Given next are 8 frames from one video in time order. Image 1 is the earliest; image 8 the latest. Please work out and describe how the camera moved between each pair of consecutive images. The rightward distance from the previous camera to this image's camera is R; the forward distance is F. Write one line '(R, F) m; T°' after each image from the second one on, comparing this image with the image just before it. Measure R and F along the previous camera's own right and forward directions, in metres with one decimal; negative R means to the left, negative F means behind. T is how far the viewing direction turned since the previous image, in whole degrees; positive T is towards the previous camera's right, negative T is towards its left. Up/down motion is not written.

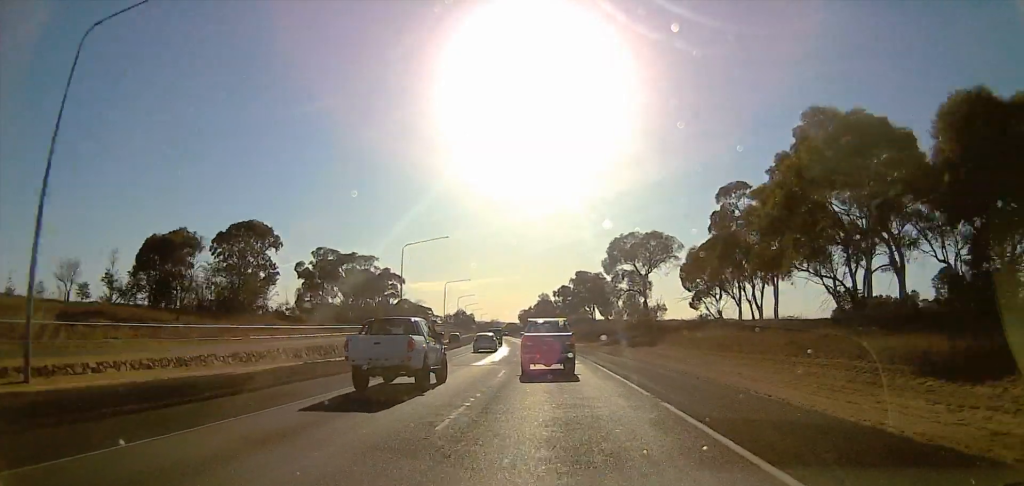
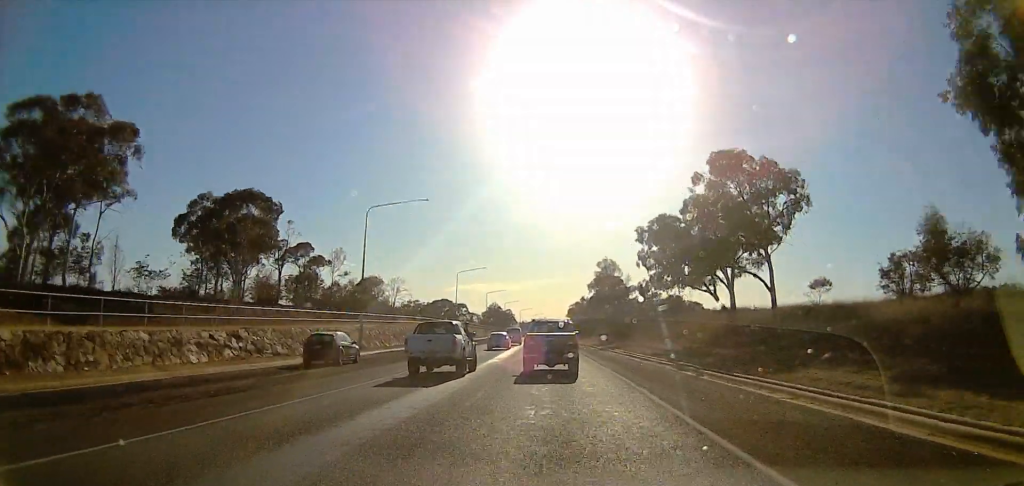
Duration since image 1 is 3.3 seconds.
(-3.0, +84.4) m; -6°
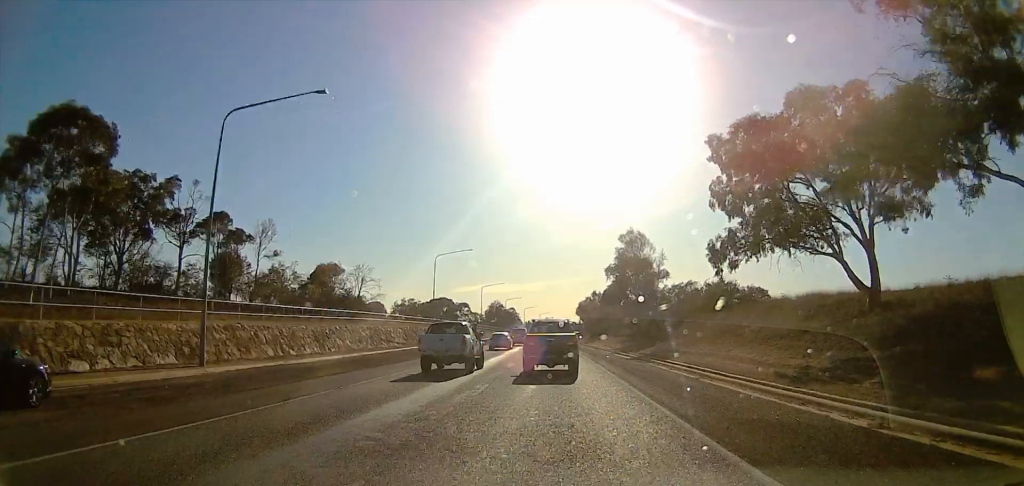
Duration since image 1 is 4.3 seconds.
(-0.2, +23.8) m; -1°
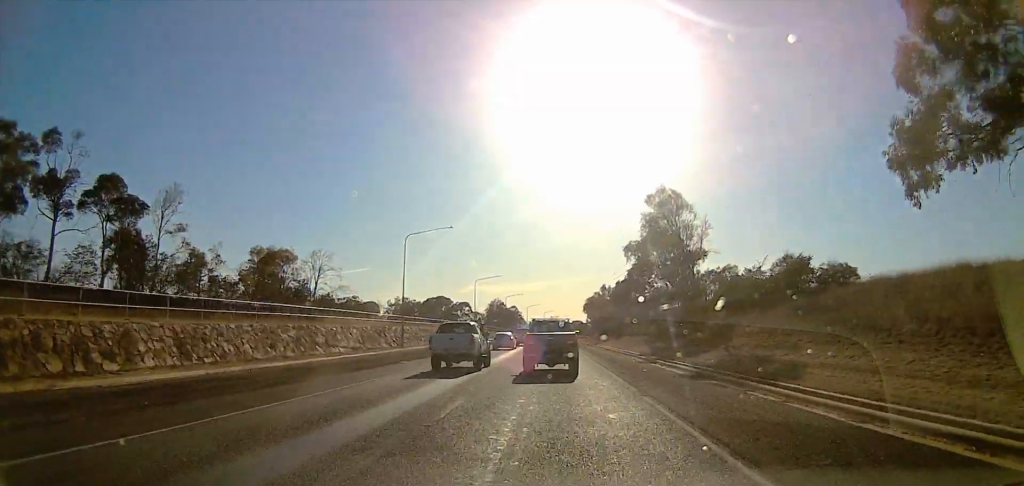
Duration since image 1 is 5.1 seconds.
(0.0, +16.6) m; 0°
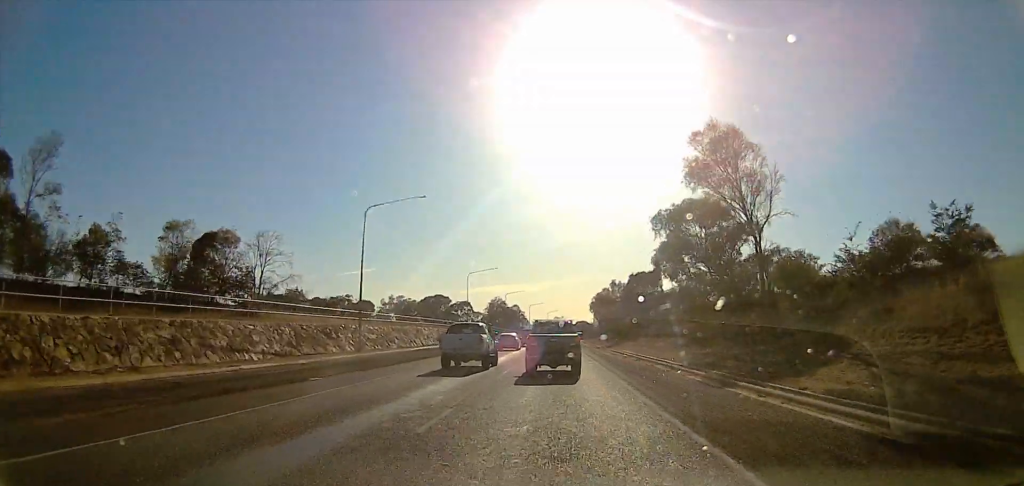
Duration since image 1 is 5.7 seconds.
(0.0, +13.1) m; 0°
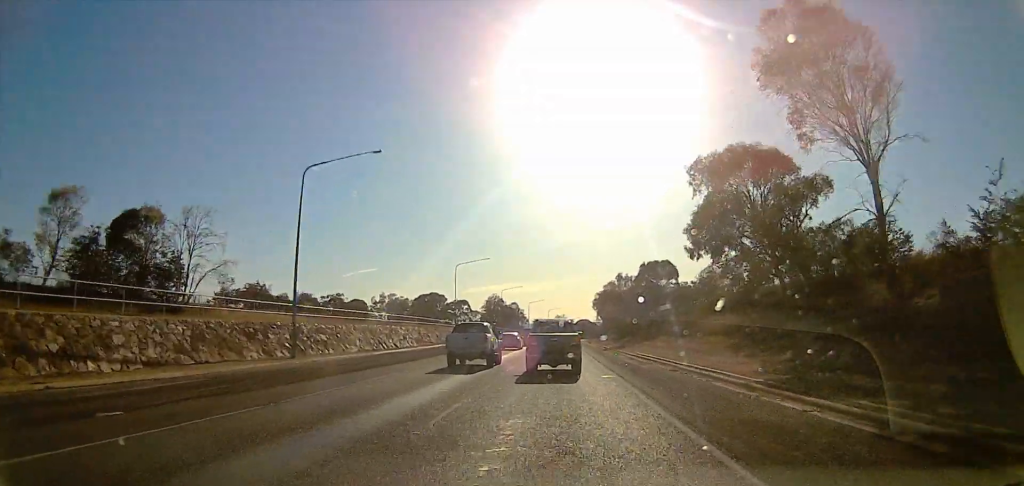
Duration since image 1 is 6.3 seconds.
(0.0, +10.9) m; 0°
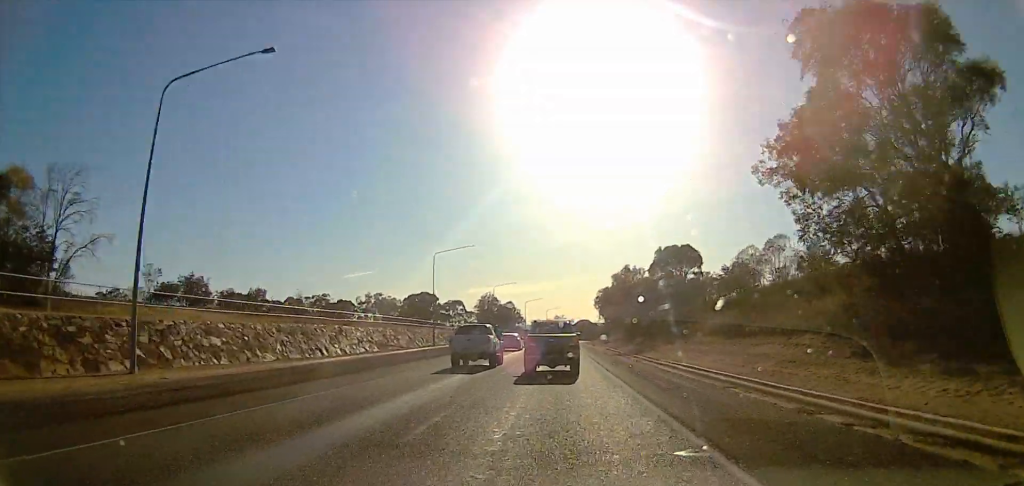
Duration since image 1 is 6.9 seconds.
(0.0, +12.2) m; 0°
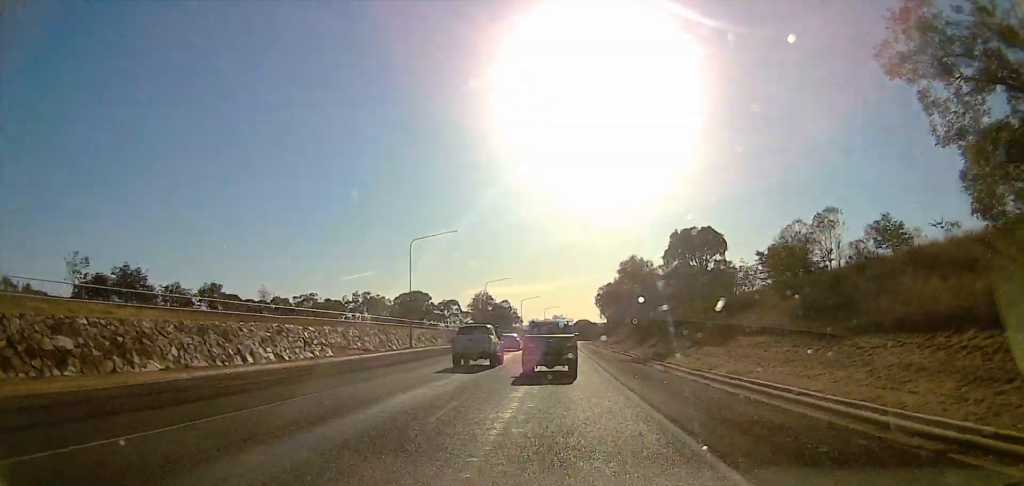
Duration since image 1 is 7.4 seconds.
(0.0, +8.9) m; 0°
